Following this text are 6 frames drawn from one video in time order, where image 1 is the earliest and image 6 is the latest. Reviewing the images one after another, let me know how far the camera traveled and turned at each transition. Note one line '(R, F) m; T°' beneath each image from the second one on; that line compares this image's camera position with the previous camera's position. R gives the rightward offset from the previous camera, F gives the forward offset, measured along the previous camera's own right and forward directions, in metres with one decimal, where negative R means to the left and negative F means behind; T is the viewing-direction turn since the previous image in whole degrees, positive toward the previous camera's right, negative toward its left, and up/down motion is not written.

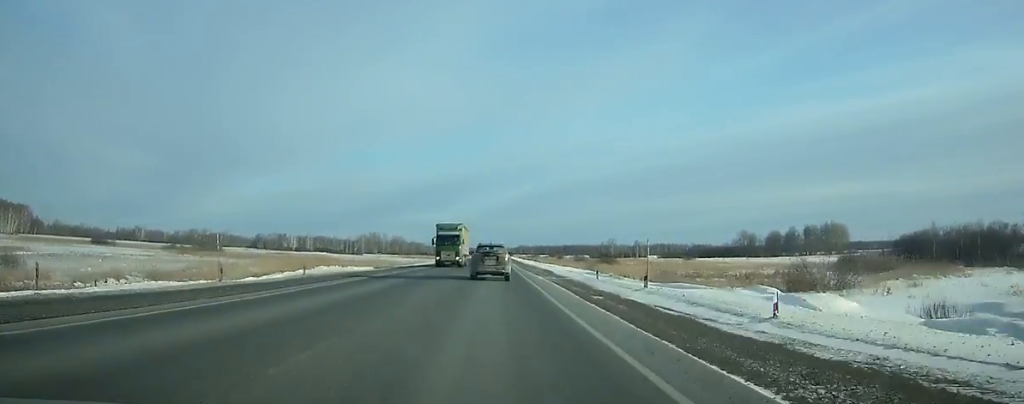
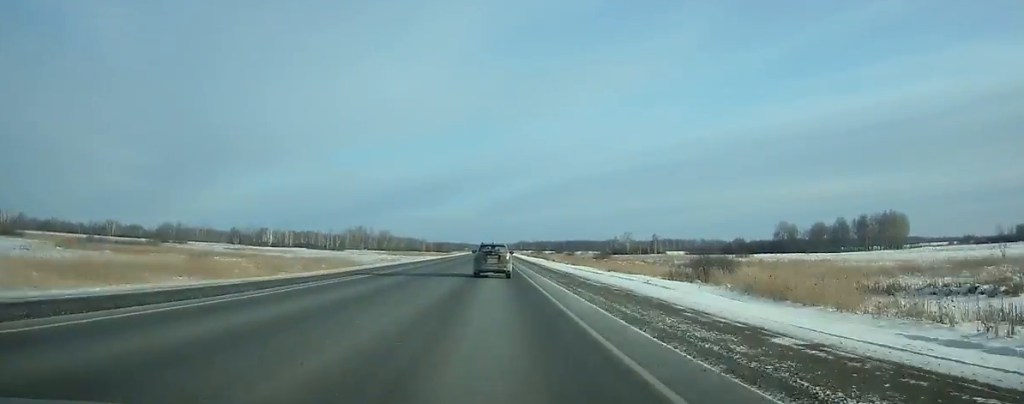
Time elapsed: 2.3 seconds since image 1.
(+0.1, +55.3) m; 0°
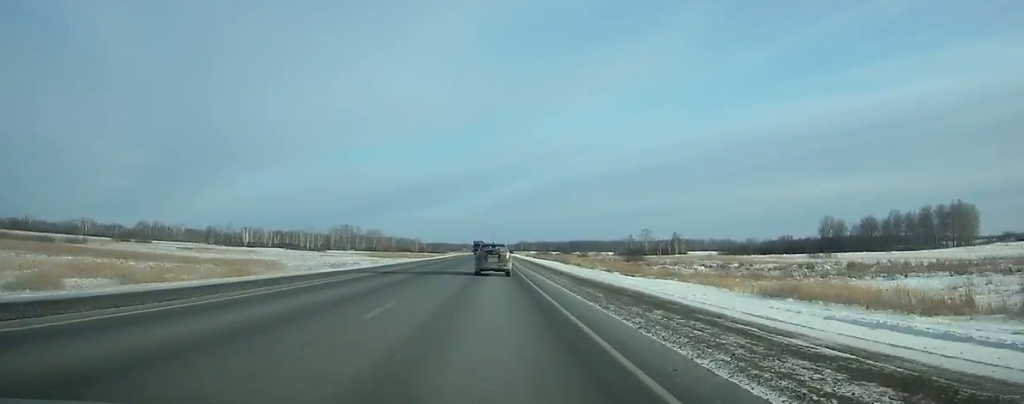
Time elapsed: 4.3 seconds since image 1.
(+0.1, +48.4) m; 0°
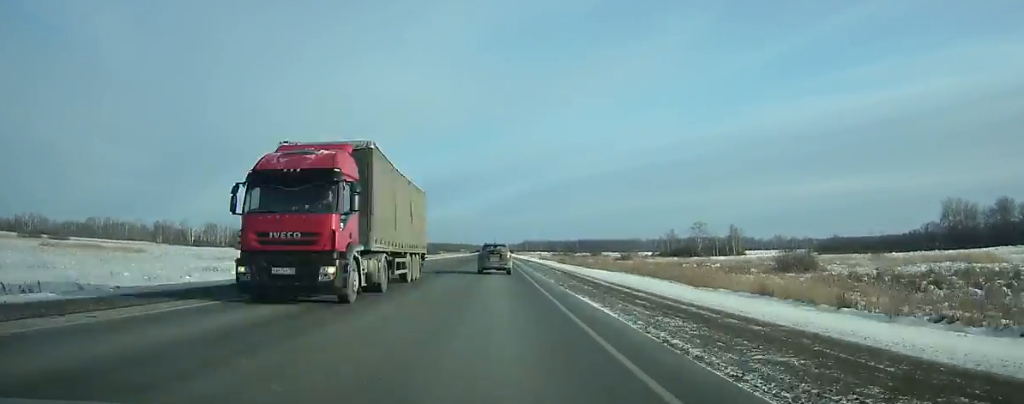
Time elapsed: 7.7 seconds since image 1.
(0.0, +84.1) m; 0°
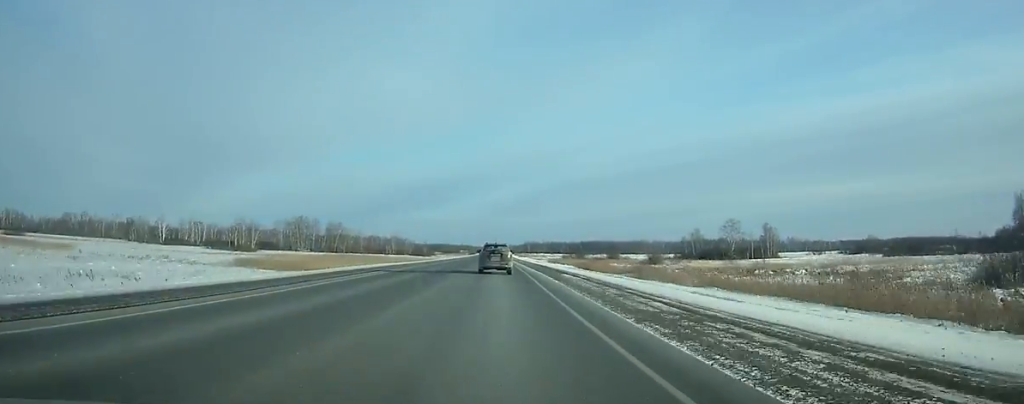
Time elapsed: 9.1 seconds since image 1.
(0.0, +35.2) m; 0°
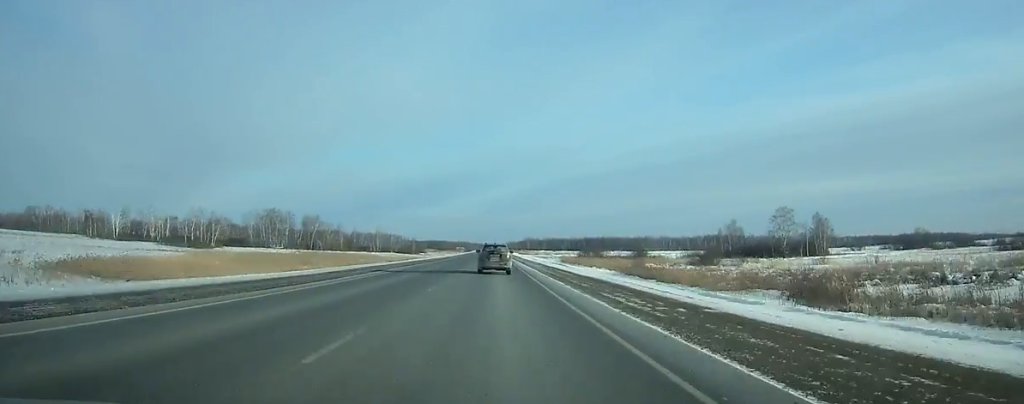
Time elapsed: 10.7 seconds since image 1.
(0.0, +40.6) m; 0°
